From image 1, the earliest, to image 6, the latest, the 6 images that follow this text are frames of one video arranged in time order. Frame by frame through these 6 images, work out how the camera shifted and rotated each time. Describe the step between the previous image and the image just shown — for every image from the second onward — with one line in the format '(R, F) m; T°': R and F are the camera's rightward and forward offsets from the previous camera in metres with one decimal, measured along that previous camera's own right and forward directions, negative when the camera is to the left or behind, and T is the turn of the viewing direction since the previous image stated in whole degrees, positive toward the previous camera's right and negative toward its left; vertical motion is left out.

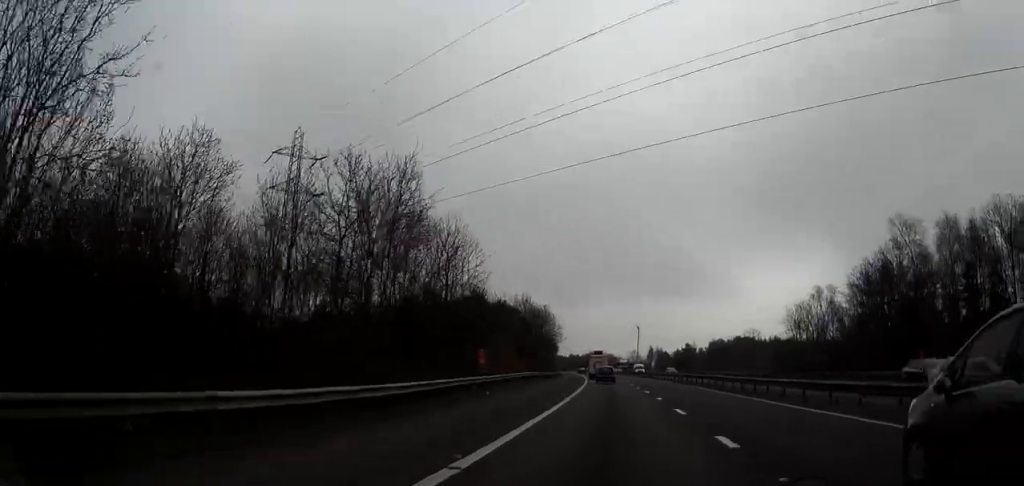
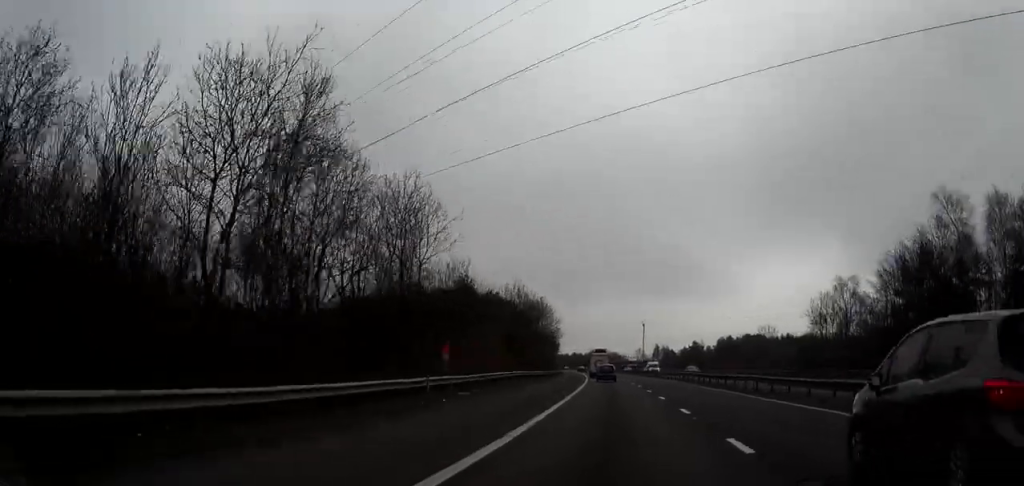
(-0.1, +10.0) m; 0°
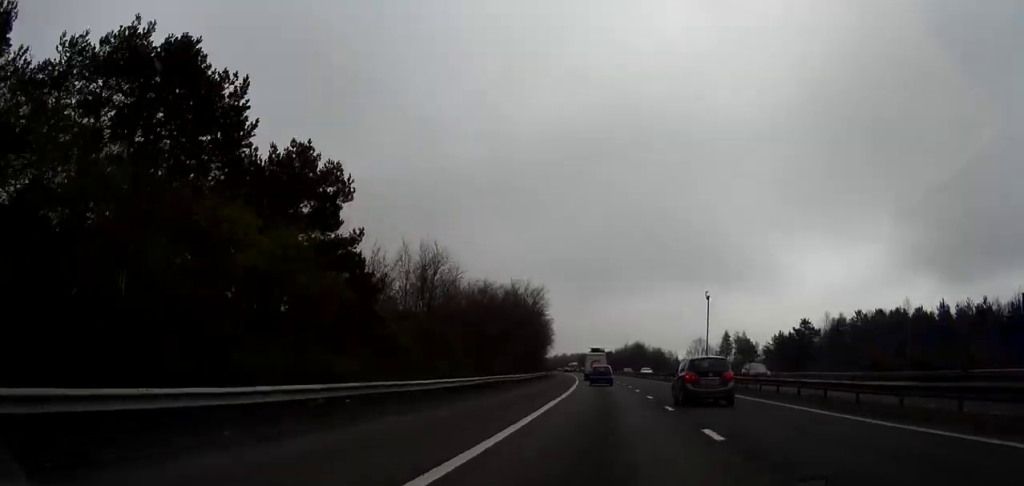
(-2.5, +97.4) m; -3°
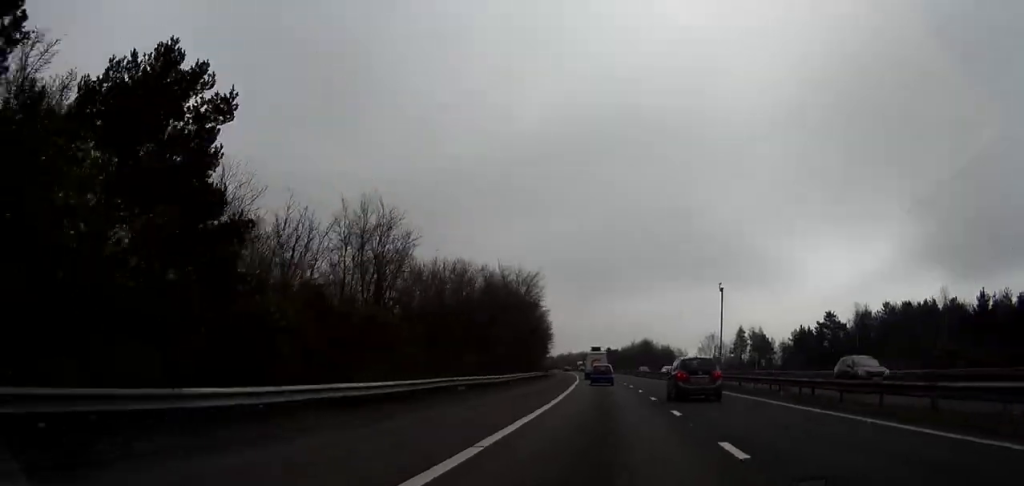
(0.0, +11.6) m; -1°
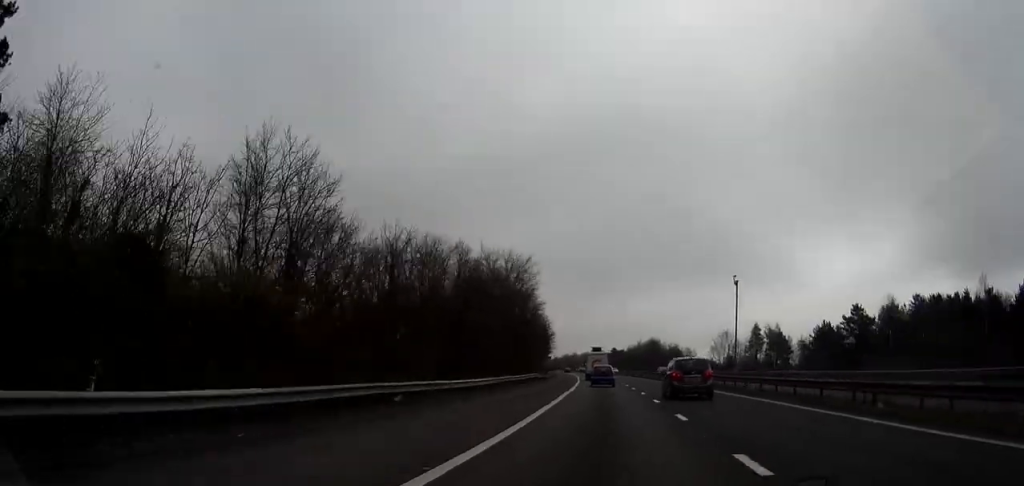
(-0.1, +10.7) m; -1°
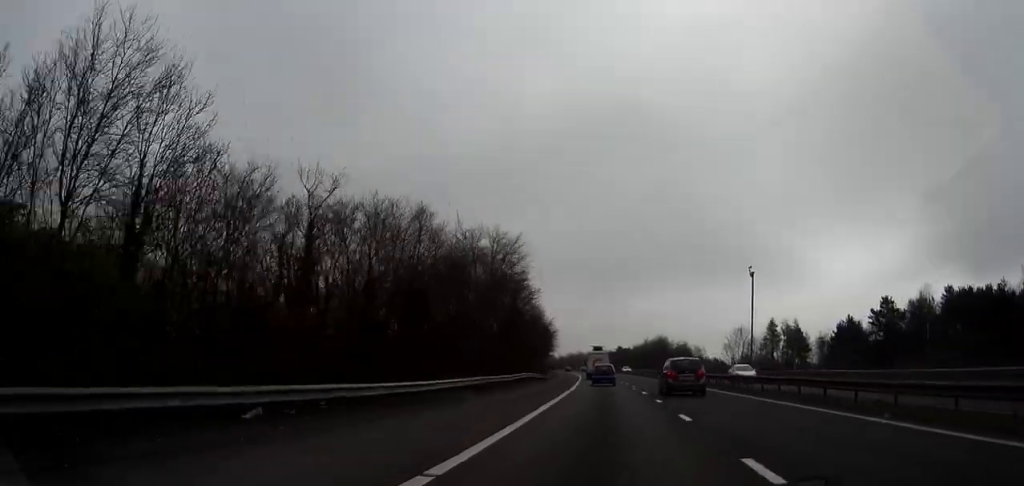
(0.0, +9.8) m; -1°
